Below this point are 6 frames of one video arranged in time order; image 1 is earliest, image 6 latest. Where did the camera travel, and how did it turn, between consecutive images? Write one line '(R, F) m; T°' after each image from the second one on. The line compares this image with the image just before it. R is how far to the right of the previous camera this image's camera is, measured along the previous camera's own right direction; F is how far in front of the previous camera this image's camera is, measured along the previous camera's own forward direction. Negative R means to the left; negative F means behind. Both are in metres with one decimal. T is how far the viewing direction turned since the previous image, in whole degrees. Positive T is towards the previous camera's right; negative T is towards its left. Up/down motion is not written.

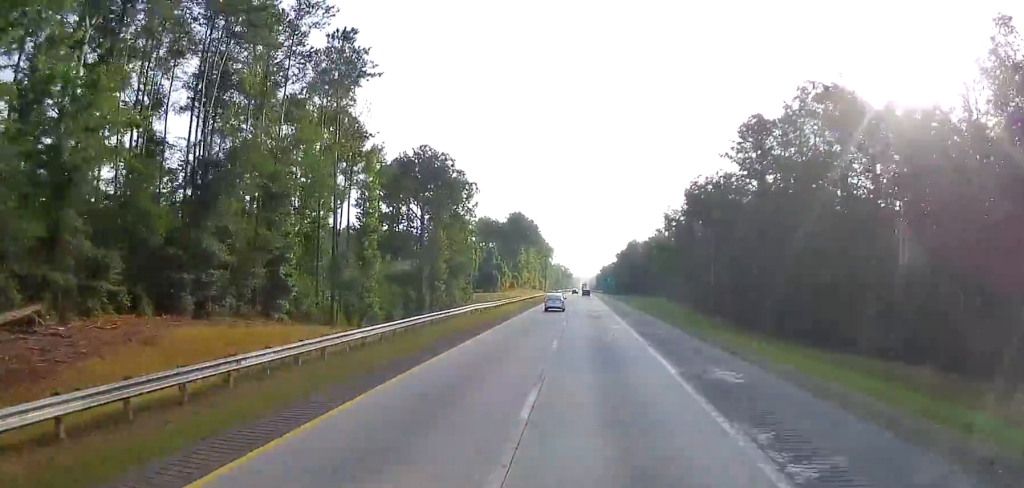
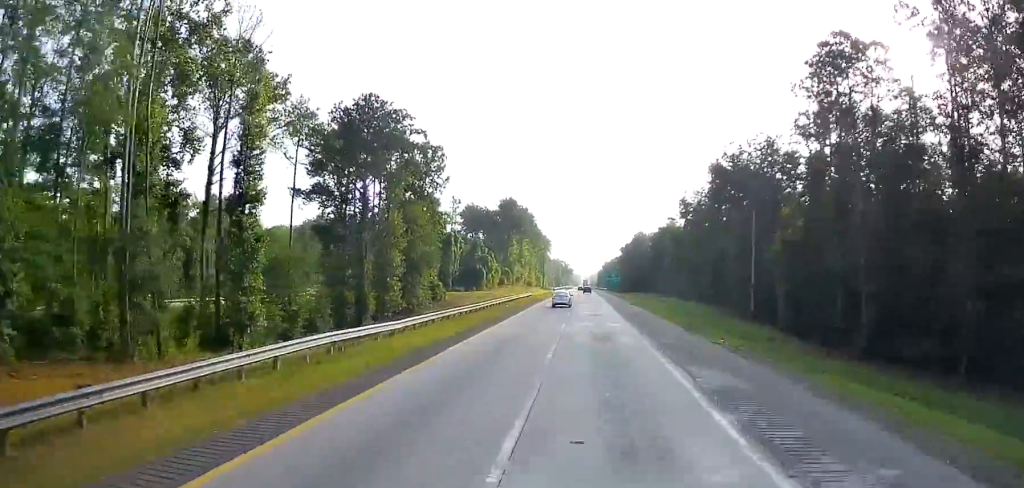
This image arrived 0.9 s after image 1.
(0.0, +27.9) m; +1°
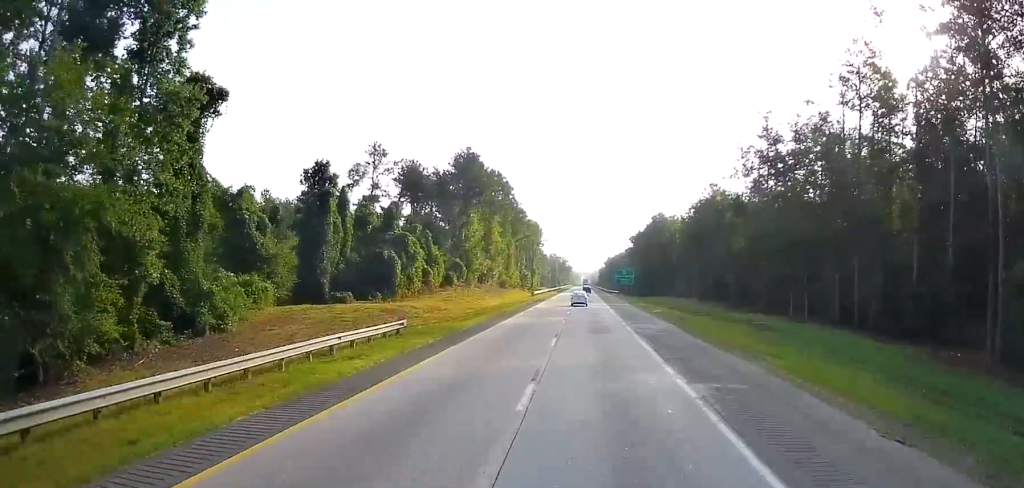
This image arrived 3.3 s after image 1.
(-0.2, +68.8) m; -1°
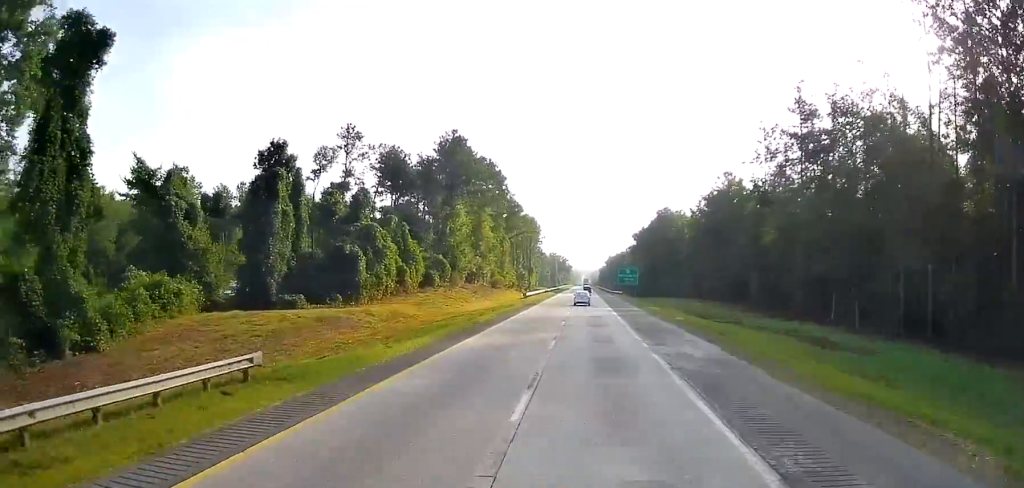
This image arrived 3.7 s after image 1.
(+0.2, +13.4) m; 0°
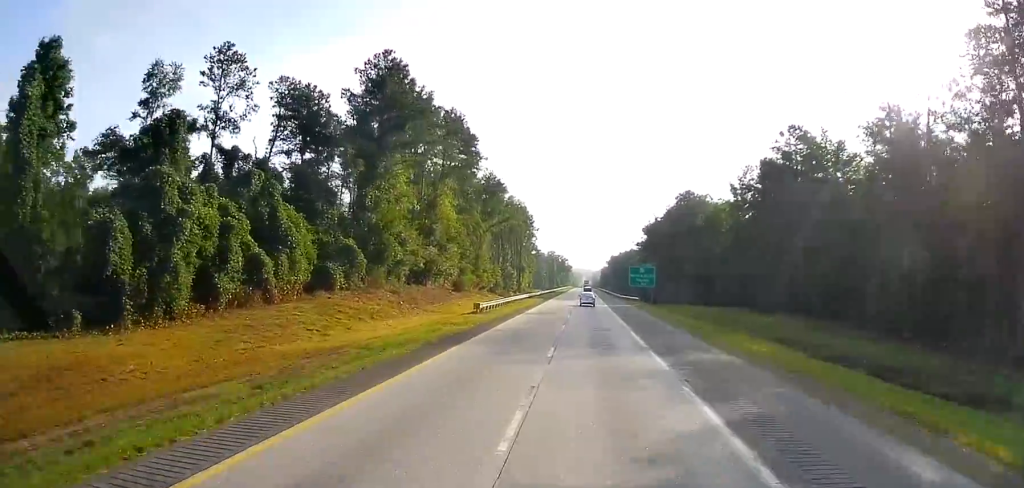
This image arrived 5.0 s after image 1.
(-0.1, +38.7) m; +1°
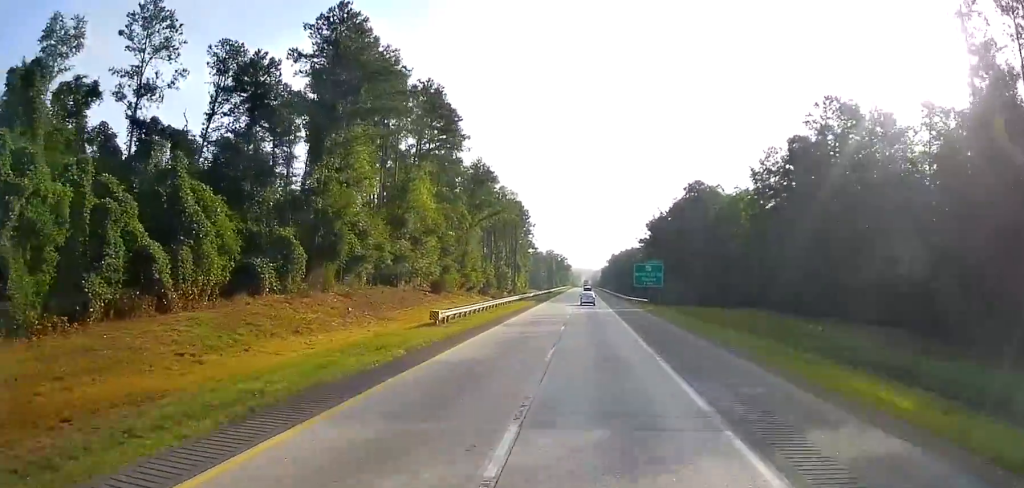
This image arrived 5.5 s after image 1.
(+0.1, +13.4) m; 0°
